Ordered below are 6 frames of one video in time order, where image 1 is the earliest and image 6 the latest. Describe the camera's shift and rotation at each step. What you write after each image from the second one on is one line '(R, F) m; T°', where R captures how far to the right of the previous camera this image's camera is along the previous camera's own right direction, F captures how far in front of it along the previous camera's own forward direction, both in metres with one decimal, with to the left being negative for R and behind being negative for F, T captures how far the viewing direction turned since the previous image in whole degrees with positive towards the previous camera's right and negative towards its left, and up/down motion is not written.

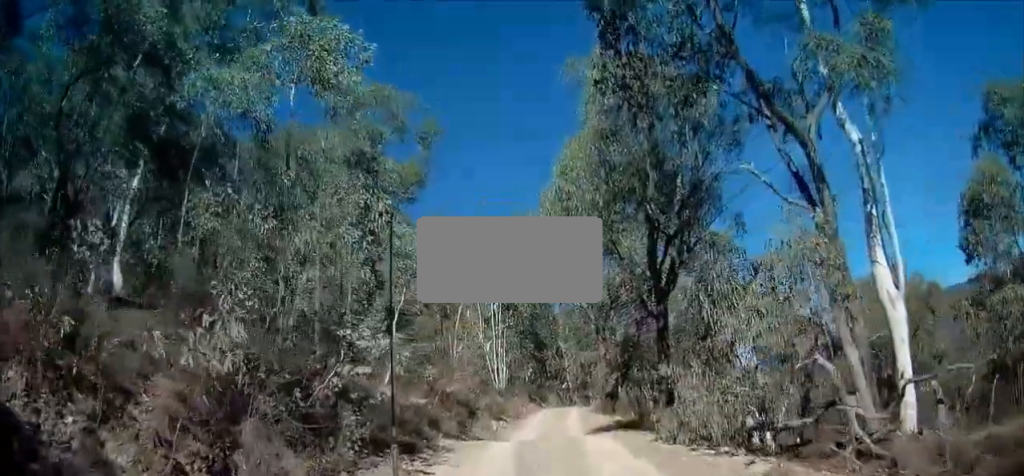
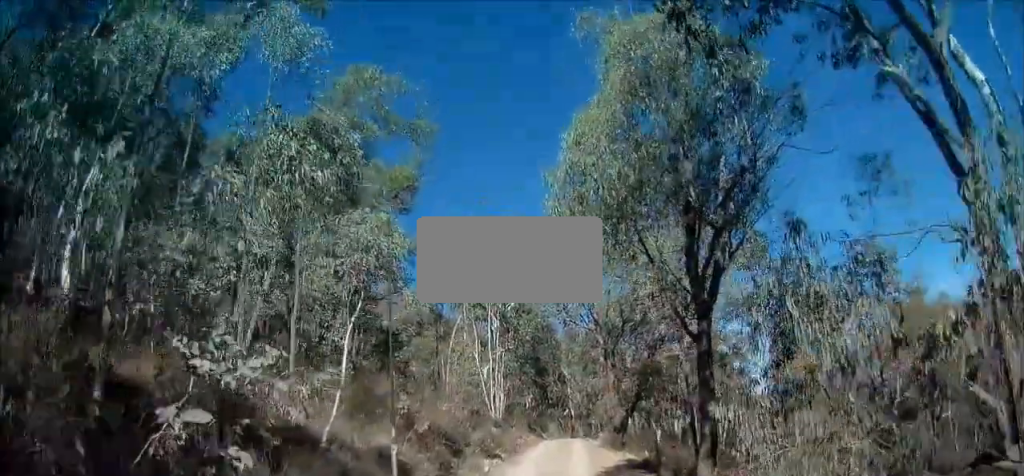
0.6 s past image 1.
(-0.2, +2.9) m; 0°
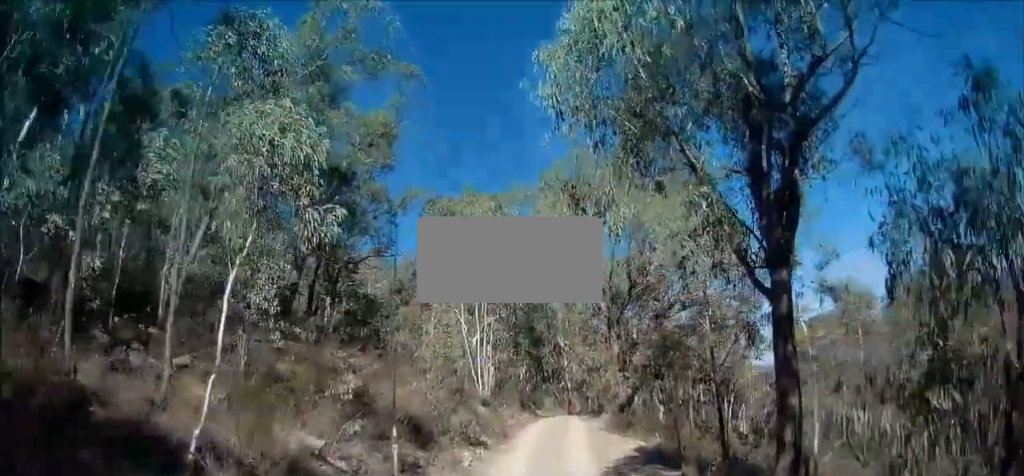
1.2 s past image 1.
(+0.3, +2.9) m; 0°
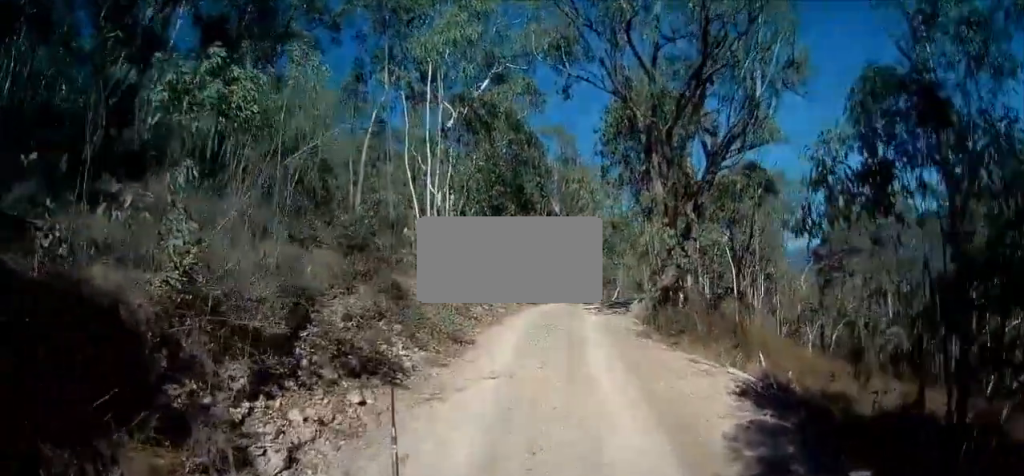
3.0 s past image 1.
(-0.1, +8.9) m; +3°
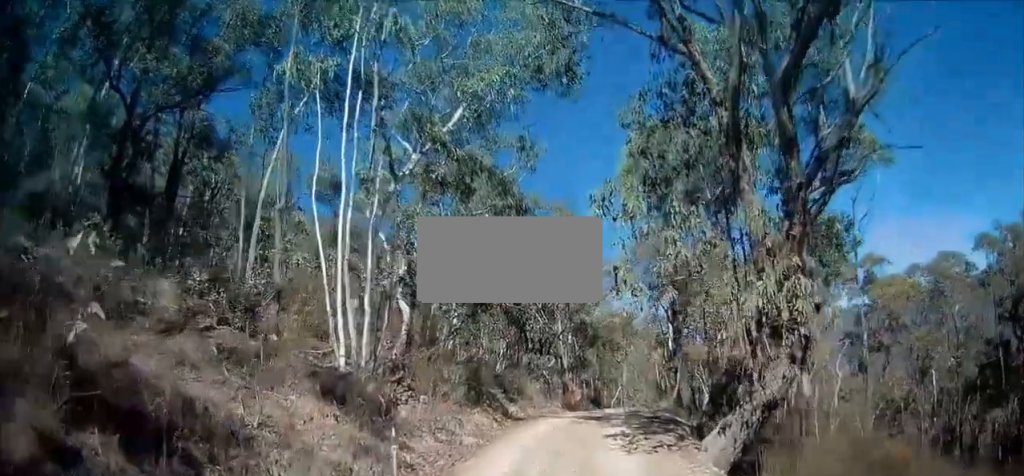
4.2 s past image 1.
(+0.4, +5.2) m; +6°
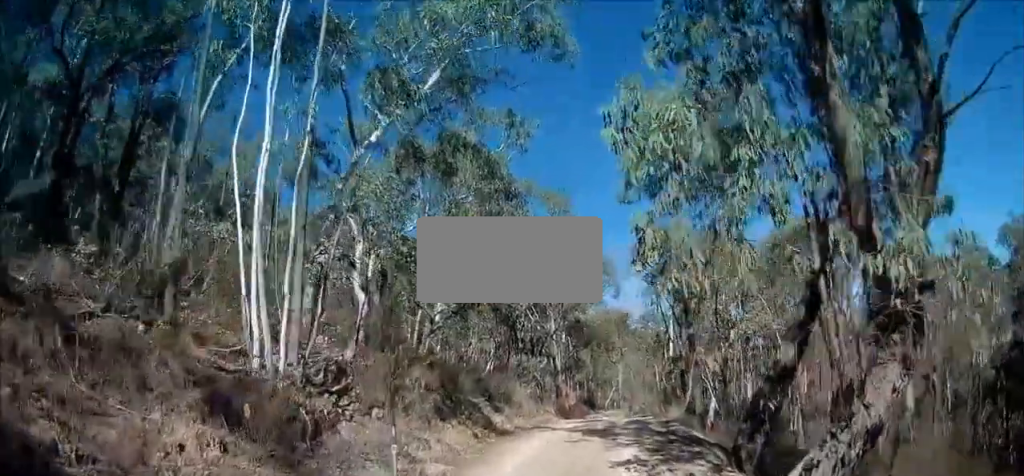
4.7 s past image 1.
(0.0, +2.5) m; 0°
